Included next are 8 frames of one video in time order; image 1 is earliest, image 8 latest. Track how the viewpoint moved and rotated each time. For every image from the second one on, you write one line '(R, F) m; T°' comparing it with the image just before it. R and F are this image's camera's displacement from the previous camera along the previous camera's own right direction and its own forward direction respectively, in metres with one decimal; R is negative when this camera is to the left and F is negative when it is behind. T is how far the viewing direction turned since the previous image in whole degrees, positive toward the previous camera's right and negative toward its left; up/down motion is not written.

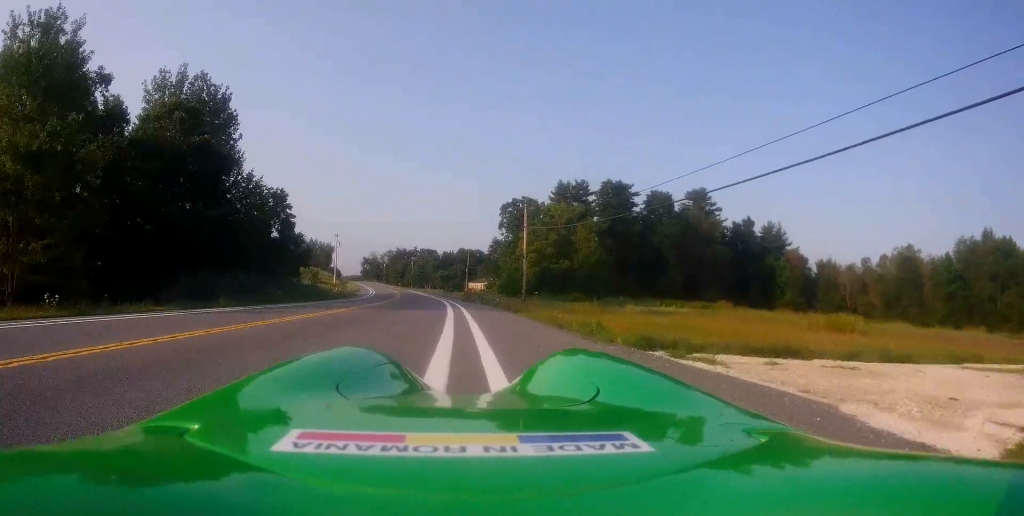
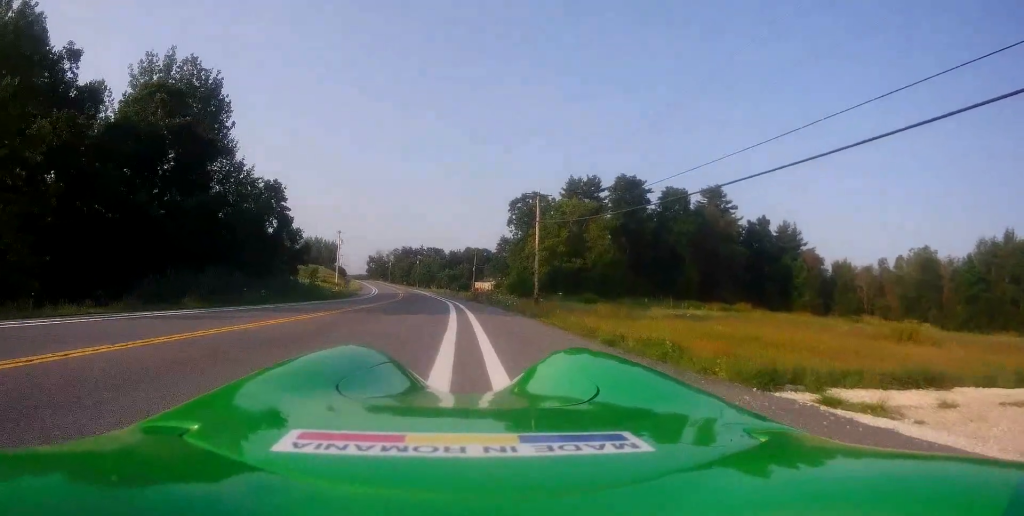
(-0.1, +4.3) m; -2°
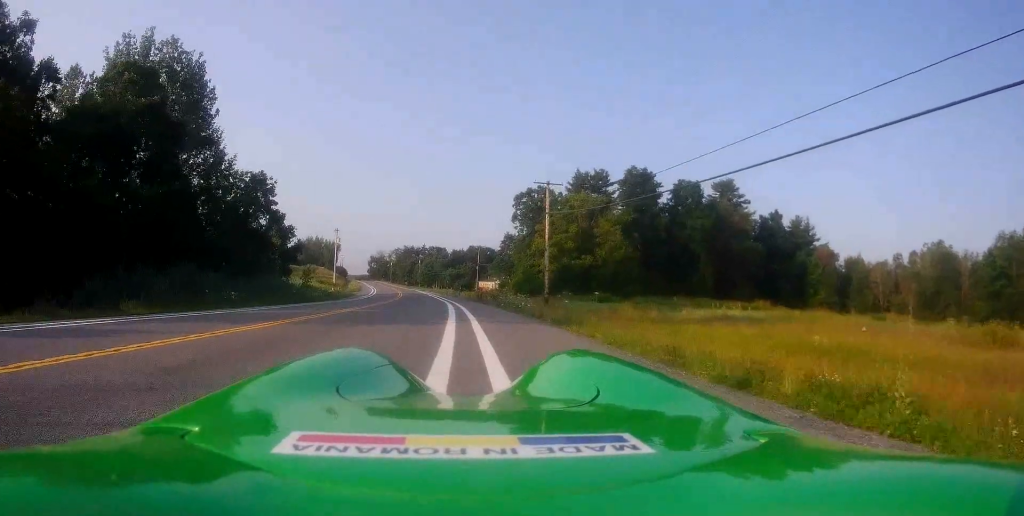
(-0.1, +4.9) m; -1°
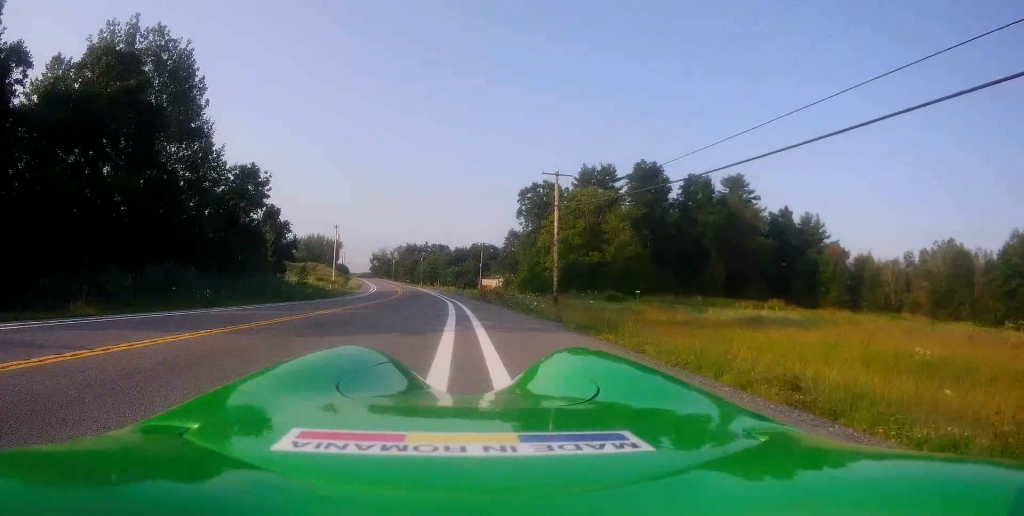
(-0.1, +3.4) m; 0°
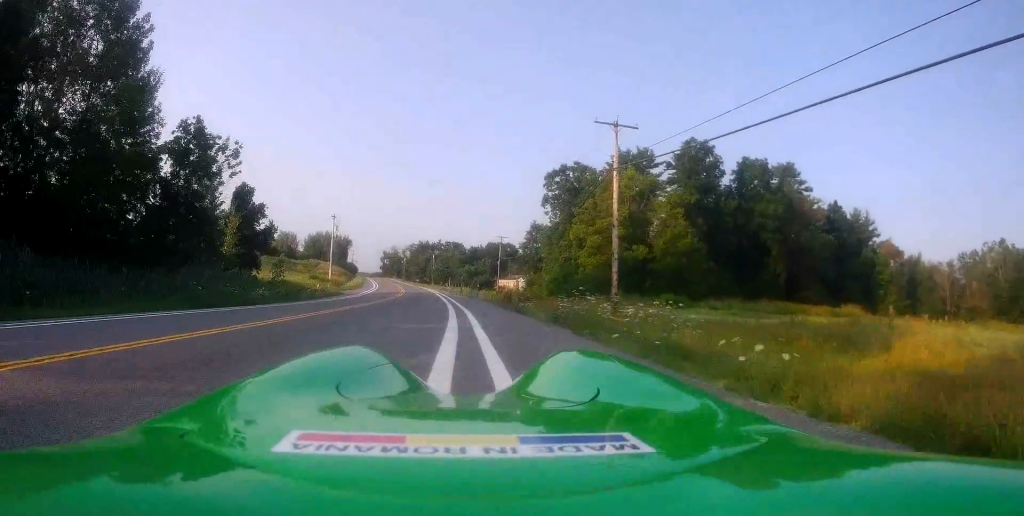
(-0.5, +14.0) m; -3°
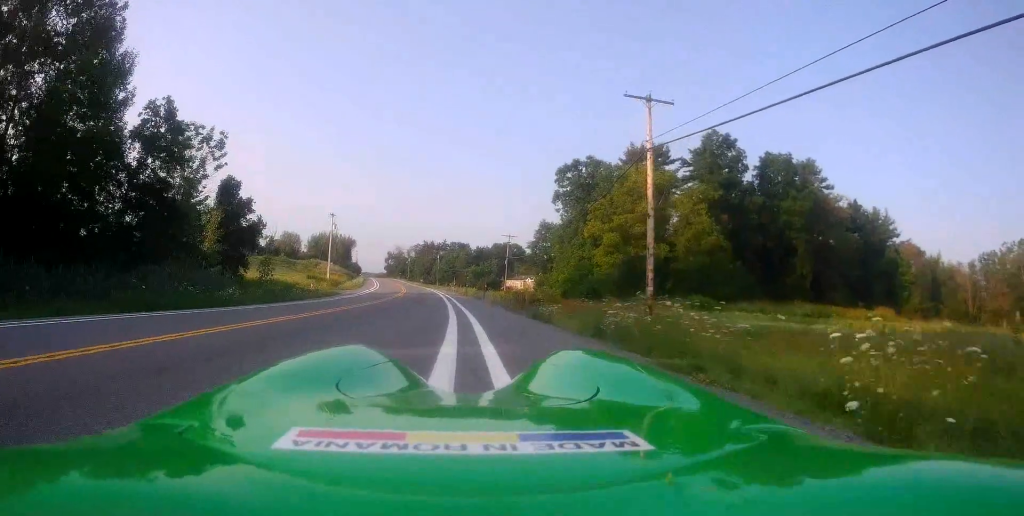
(-0.1, +5.1) m; 0°
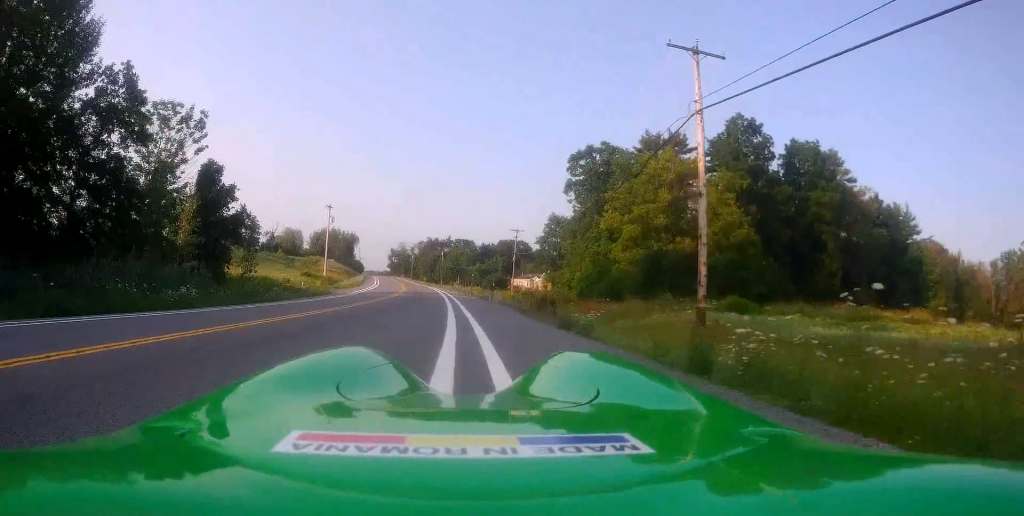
(+0.3, +5.4) m; 0°
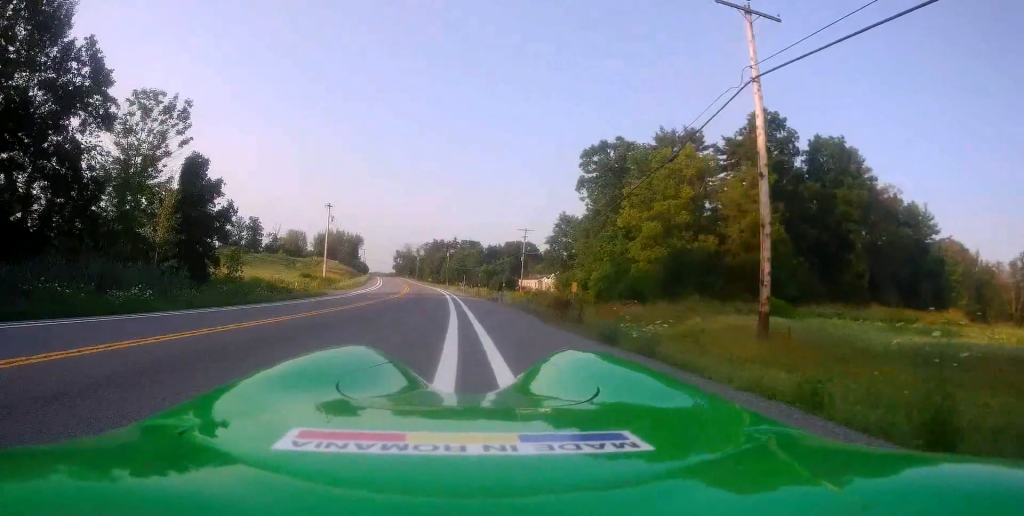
(-0.3, +4.2) m; -2°
